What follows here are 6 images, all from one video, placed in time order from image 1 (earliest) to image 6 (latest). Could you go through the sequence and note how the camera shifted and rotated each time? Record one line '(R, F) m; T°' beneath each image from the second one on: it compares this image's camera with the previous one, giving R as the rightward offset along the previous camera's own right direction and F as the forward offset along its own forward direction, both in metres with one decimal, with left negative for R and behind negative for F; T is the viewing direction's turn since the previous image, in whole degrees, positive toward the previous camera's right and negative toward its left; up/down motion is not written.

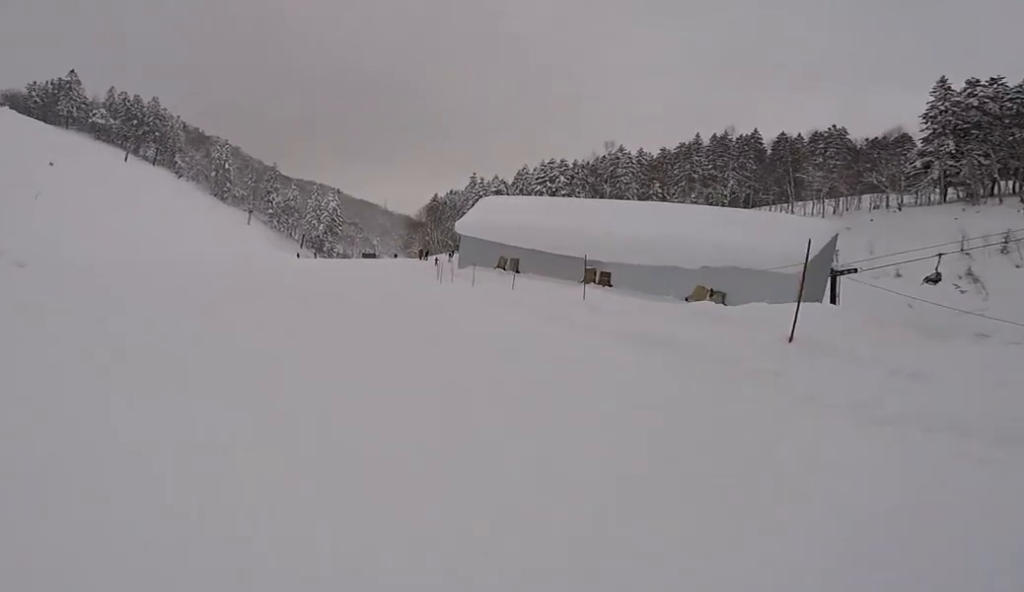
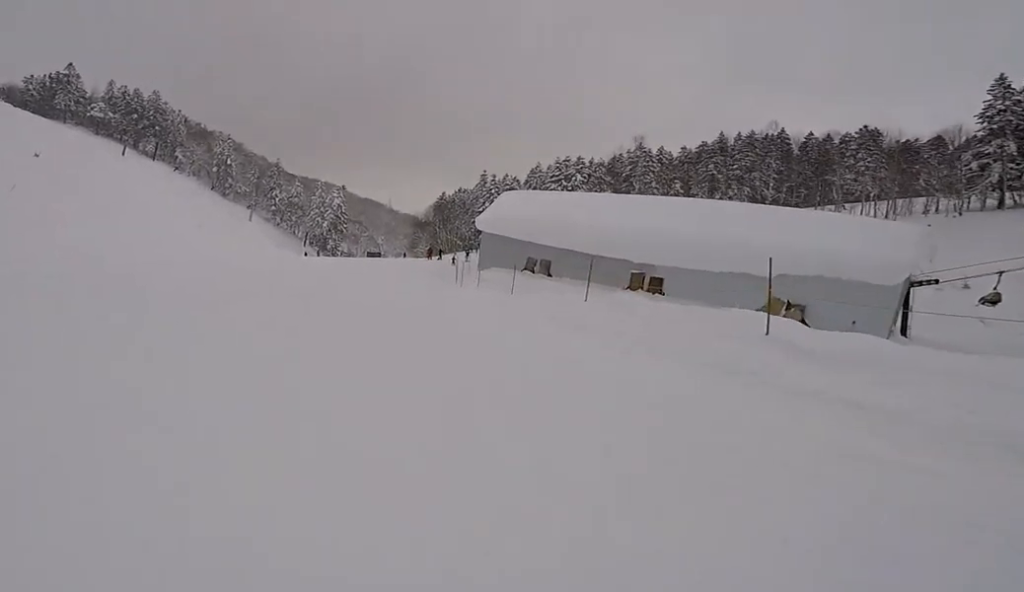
(+1.1, +6.1) m; +4°
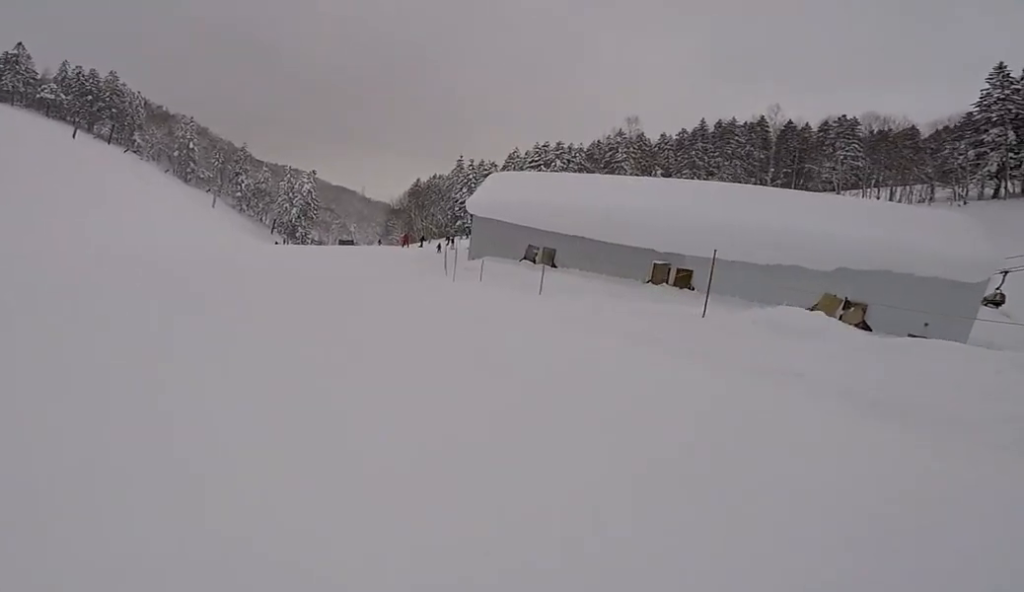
(+0.1, +6.7) m; +2°
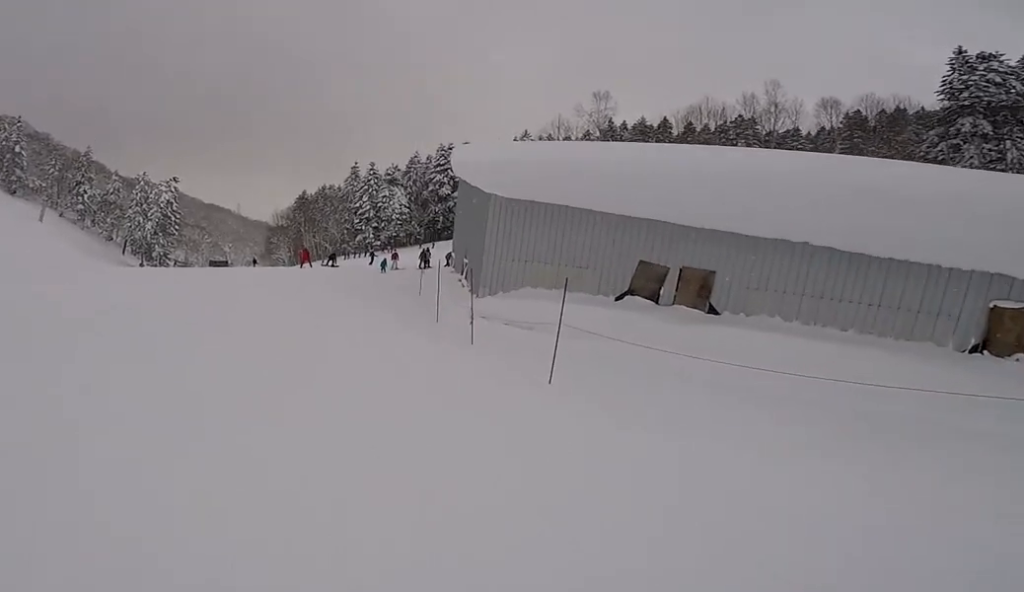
(+0.9, +22.8) m; 0°
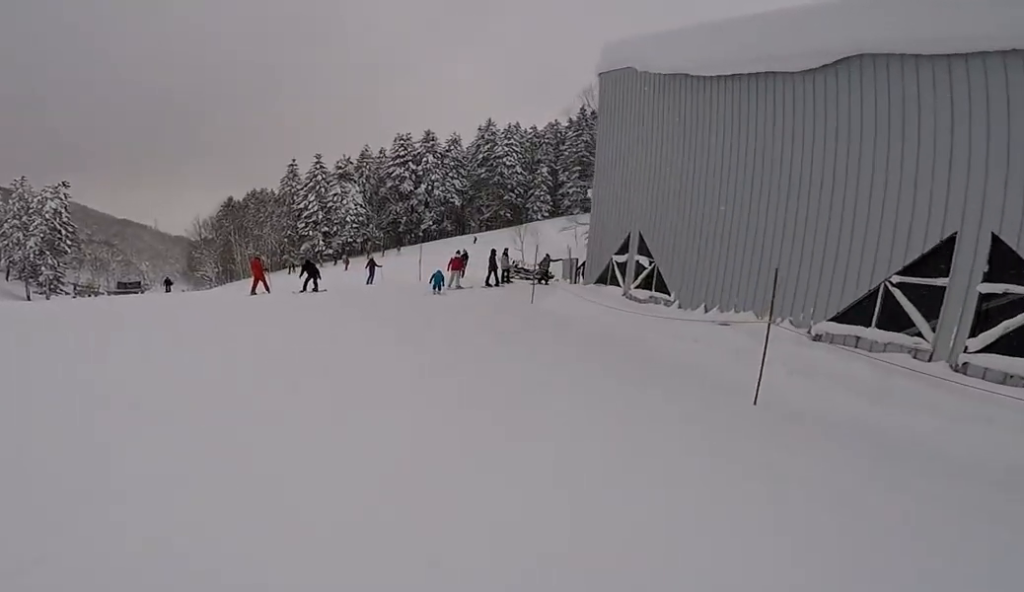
(+1.4, +17.5) m; +19°
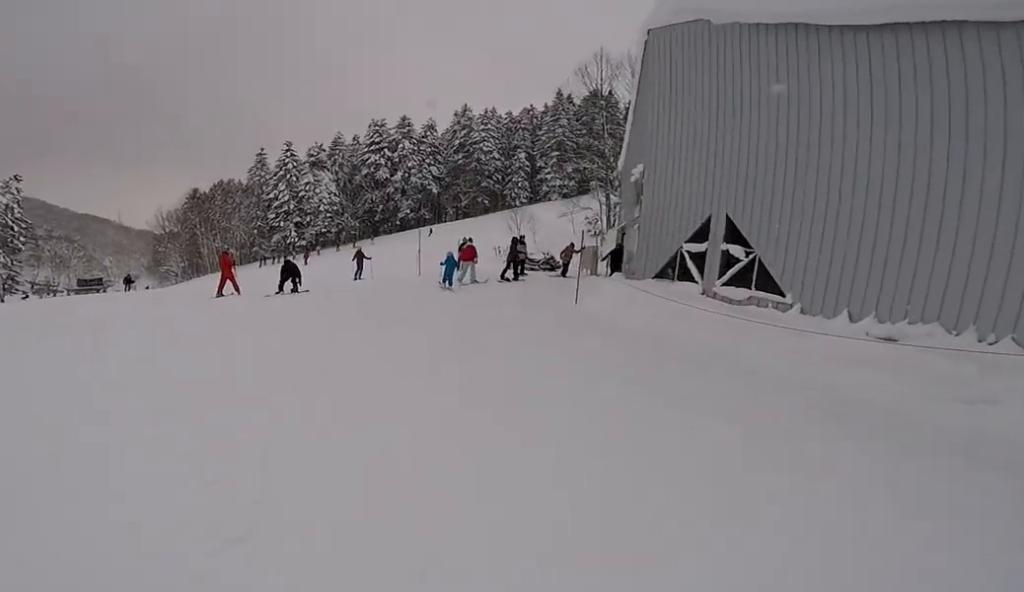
(+0.2, +3.0) m; +5°
